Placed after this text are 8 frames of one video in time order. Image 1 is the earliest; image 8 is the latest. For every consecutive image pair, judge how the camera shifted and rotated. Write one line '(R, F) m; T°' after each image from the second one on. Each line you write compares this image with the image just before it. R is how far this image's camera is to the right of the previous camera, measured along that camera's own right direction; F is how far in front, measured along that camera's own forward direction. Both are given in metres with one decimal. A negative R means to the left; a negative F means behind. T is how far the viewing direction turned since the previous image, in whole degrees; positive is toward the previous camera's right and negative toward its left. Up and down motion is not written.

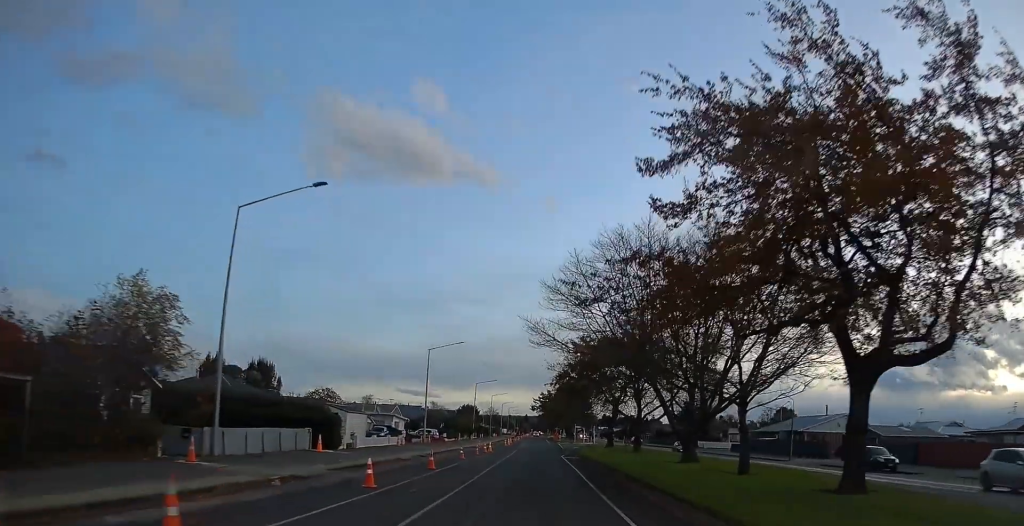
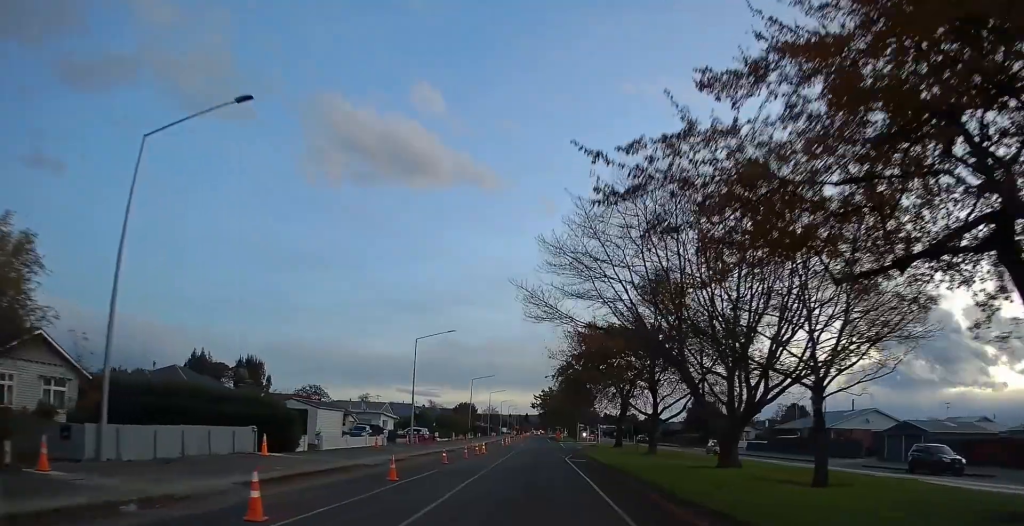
(0.0, +7.4) m; 0°
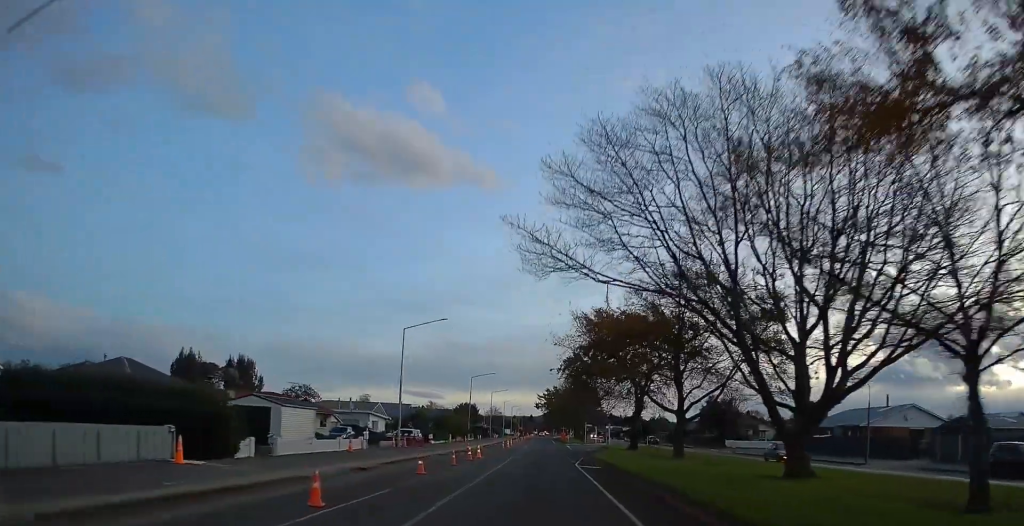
(0.0, +7.4) m; 0°
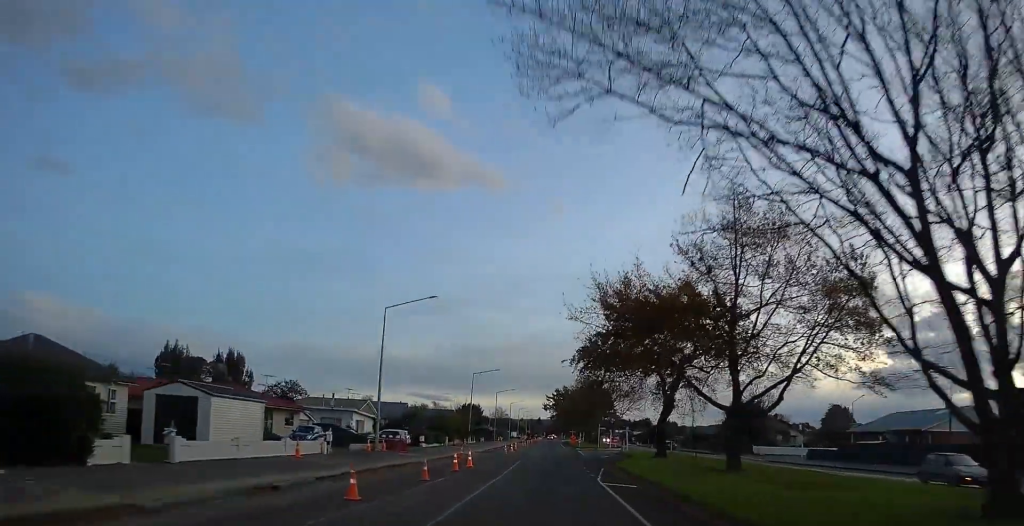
(0.0, +10.0) m; 0°
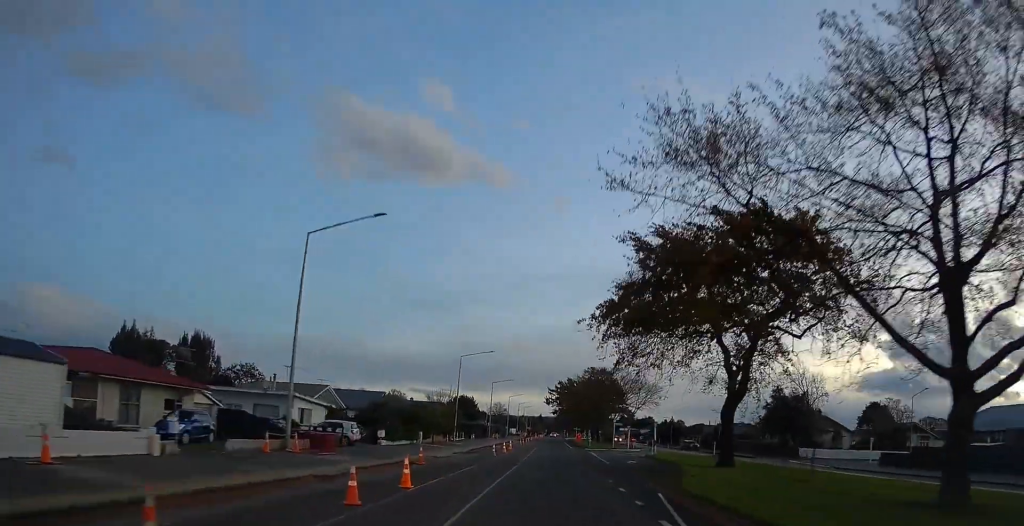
(0.0, +16.7) m; -1°
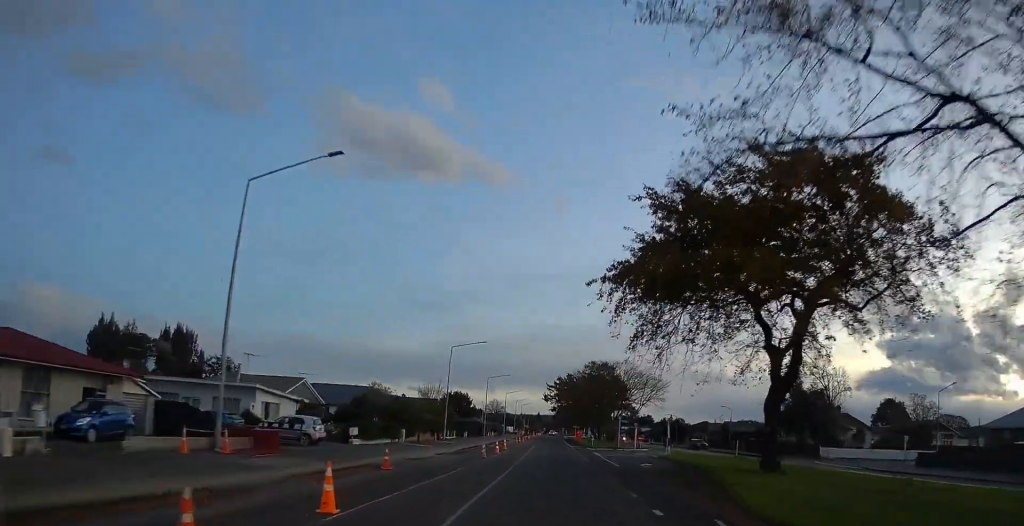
(+0.1, +6.5) m; -1°
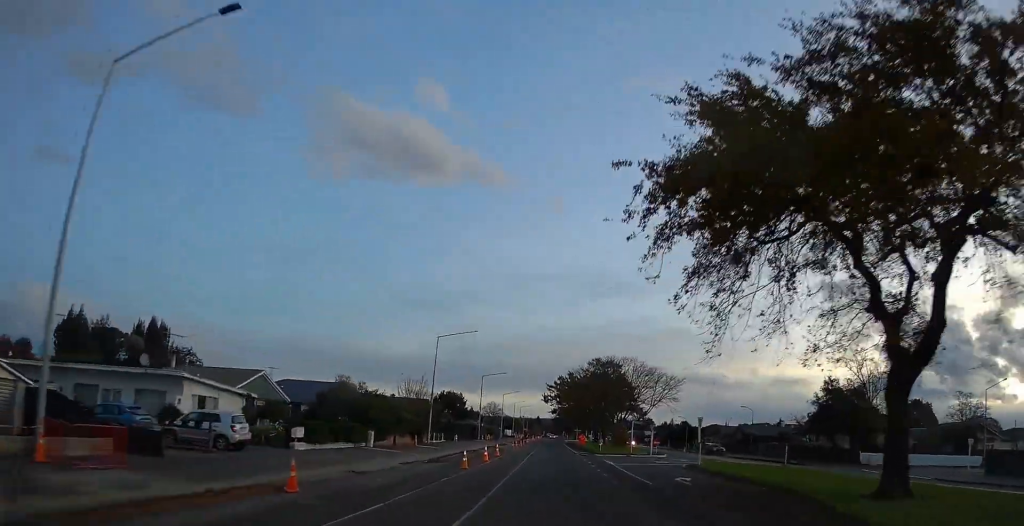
(-0.2, +9.3) m; -1°
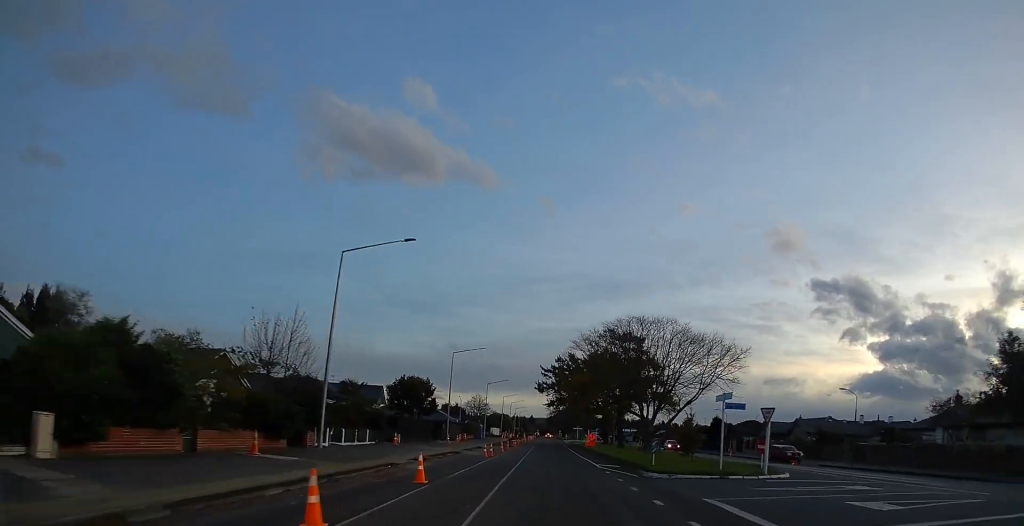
(+0.3, +29.0) m; +1°
